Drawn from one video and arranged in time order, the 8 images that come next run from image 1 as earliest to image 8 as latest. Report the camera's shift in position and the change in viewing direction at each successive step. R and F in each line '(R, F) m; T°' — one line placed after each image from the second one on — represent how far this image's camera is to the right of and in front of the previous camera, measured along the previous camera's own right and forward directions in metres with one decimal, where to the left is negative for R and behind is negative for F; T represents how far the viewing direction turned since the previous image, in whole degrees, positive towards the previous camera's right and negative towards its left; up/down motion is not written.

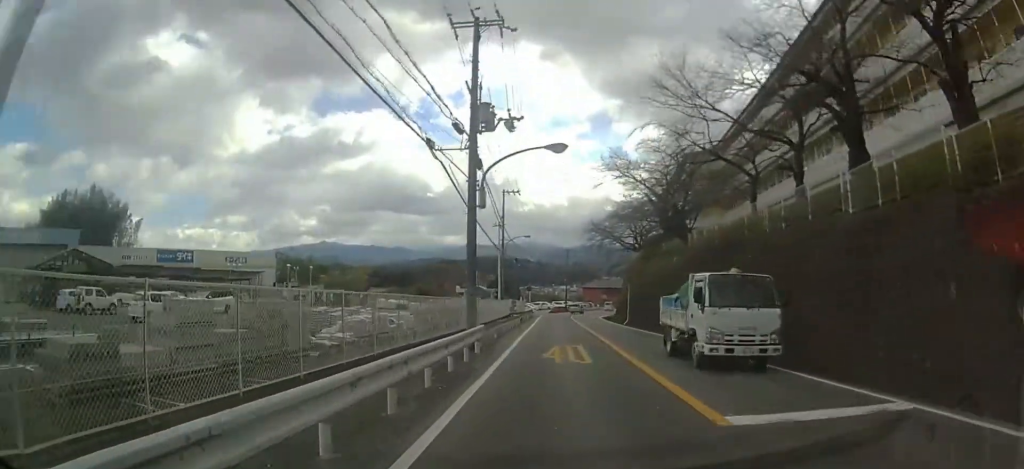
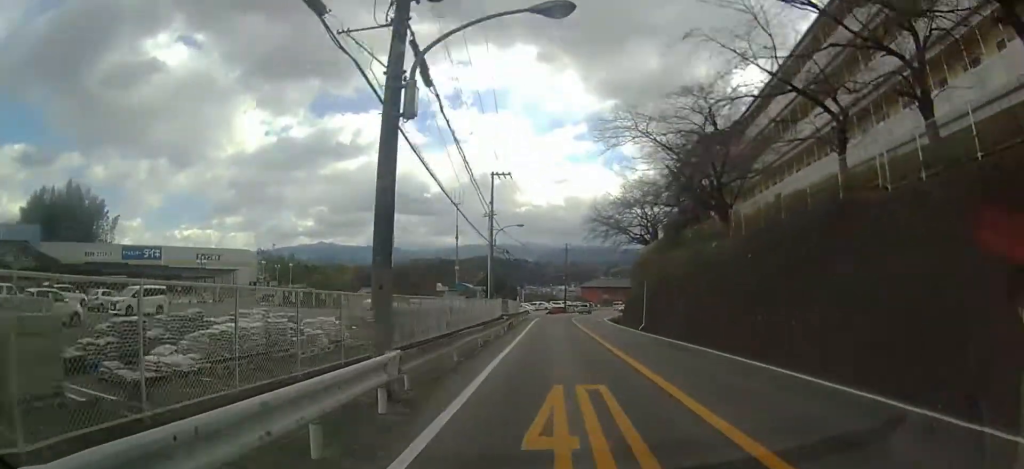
(0.0, +7.6) m; 0°
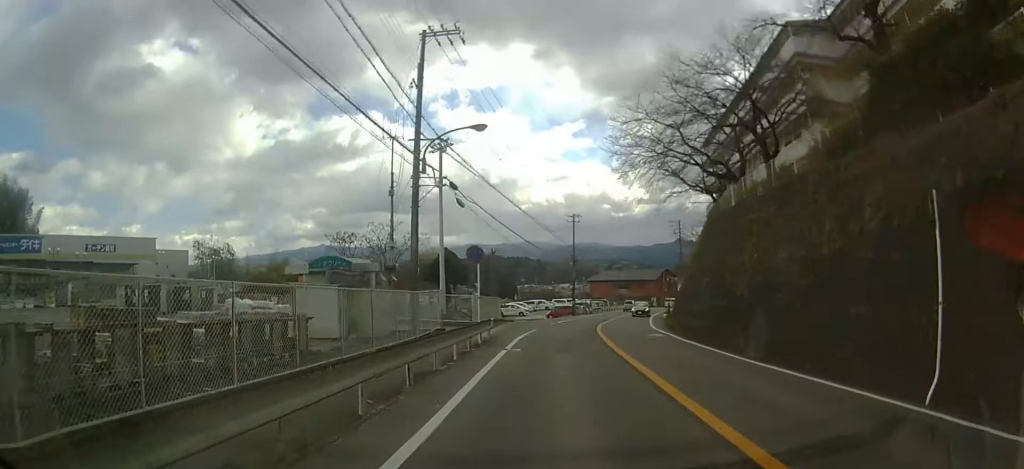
(+0.1, +26.1) m; 0°
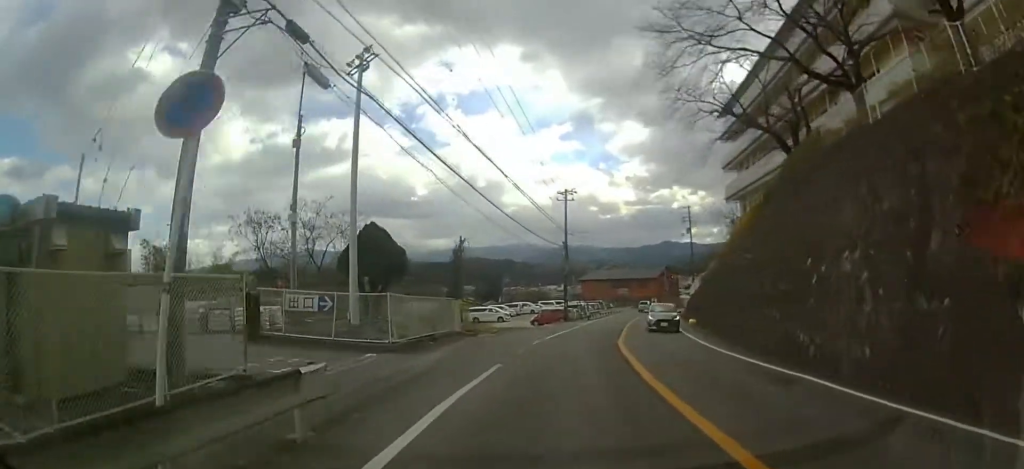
(0.0, +13.0) m; +1°
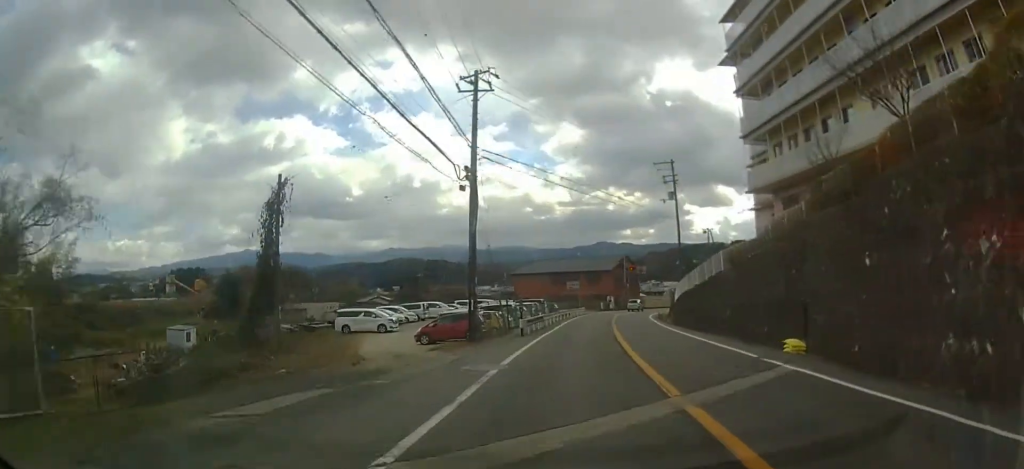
(+0.8, +23.4) m; +5°
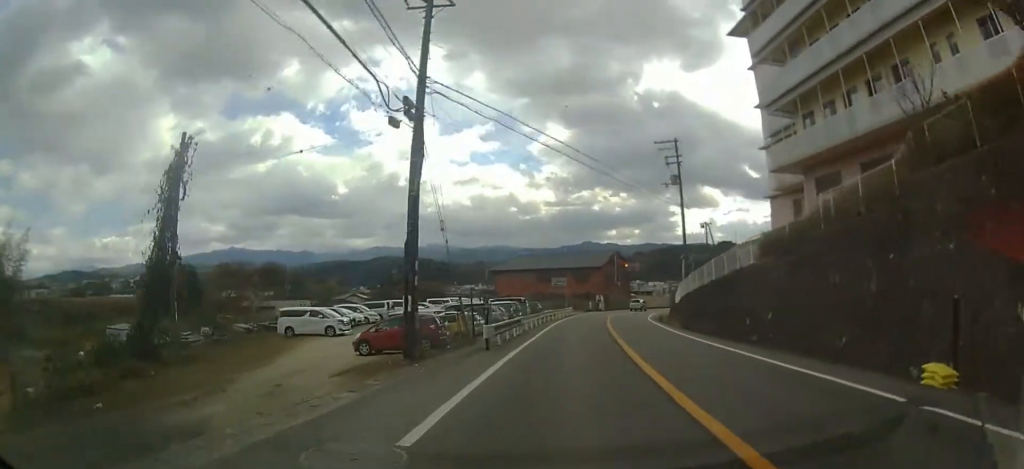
(0.0, +6.7) m; +3°
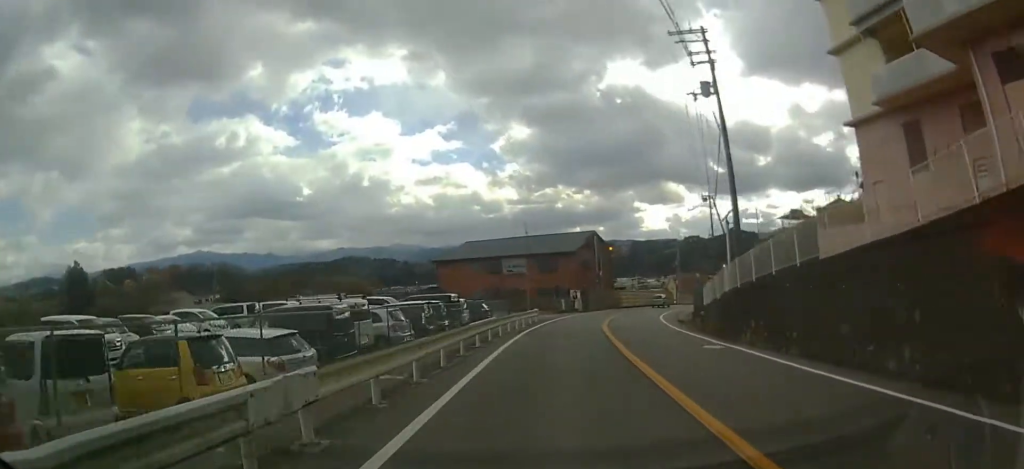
(+1.2, +17.4) m; +6°
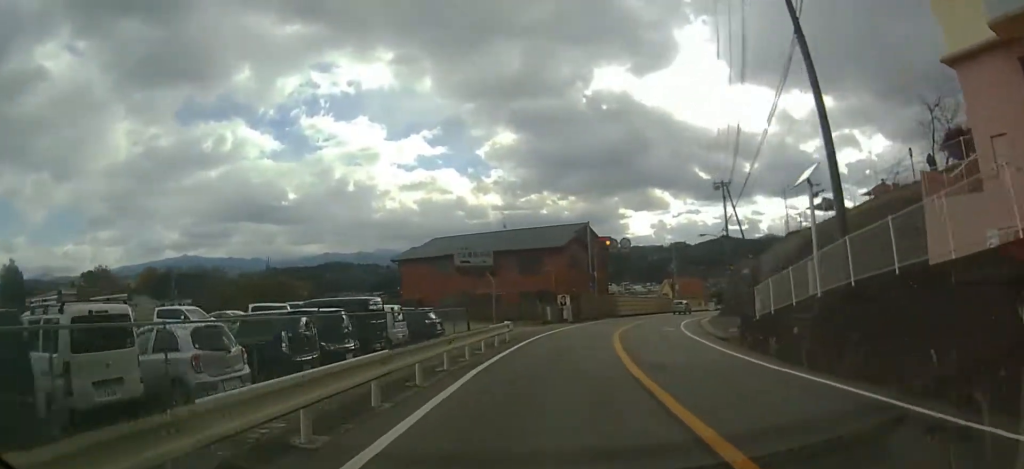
(+0.1, +9.8) m; +1°
